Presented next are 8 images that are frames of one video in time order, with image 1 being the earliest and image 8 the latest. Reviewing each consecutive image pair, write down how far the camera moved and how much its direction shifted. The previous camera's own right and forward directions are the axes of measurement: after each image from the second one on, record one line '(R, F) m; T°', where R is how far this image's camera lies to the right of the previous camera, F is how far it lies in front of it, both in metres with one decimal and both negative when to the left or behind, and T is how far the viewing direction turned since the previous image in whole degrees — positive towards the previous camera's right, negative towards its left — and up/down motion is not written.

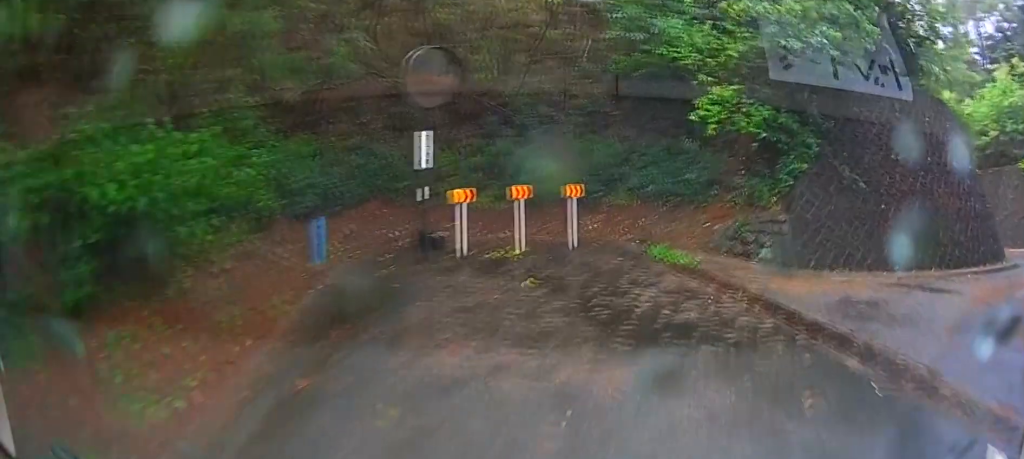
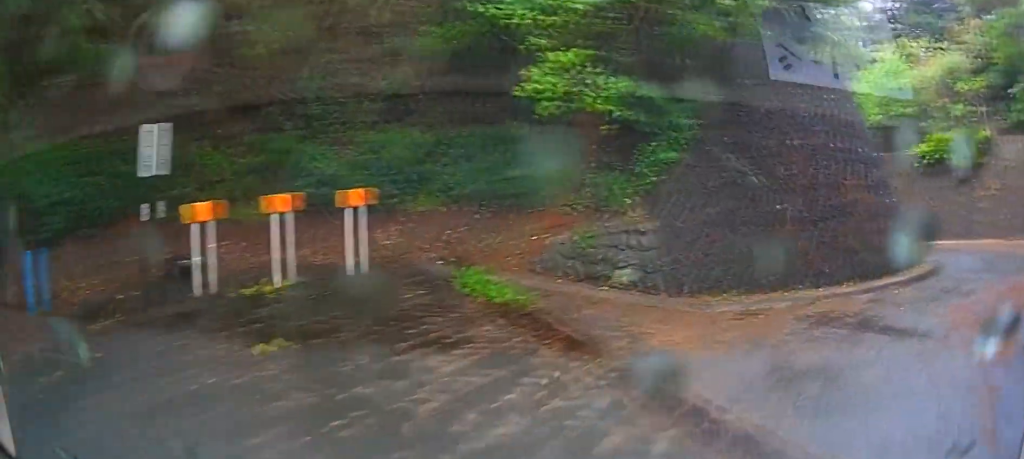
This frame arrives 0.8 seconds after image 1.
(-0.7, +3.1) m; +4°
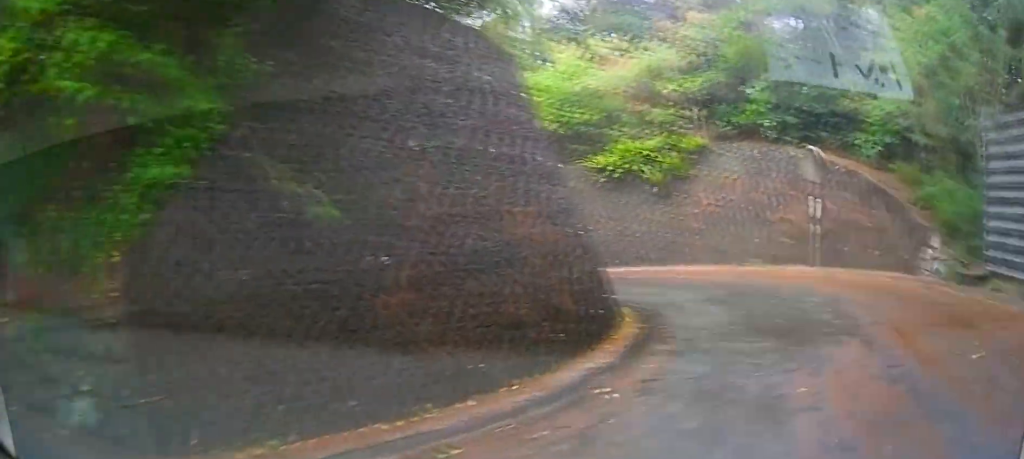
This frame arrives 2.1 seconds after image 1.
(+1.2, +3.5) m; +71°
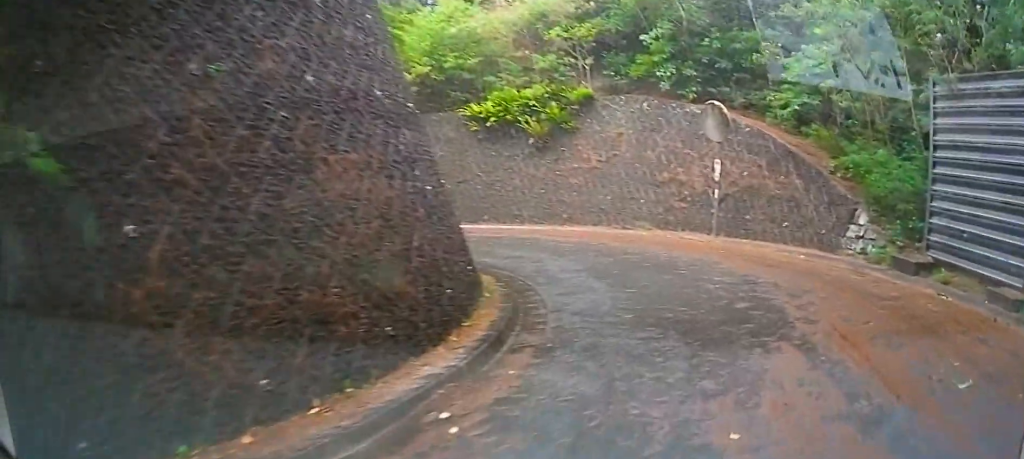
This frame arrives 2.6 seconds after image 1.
(+0.9, +2.3) m; +13°
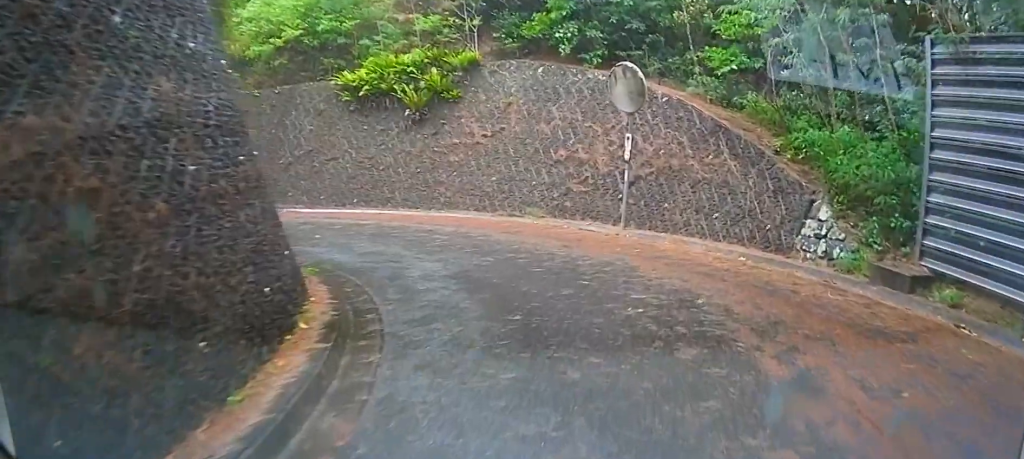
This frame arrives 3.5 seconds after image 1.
(+0.6, +3.8) m; +6°
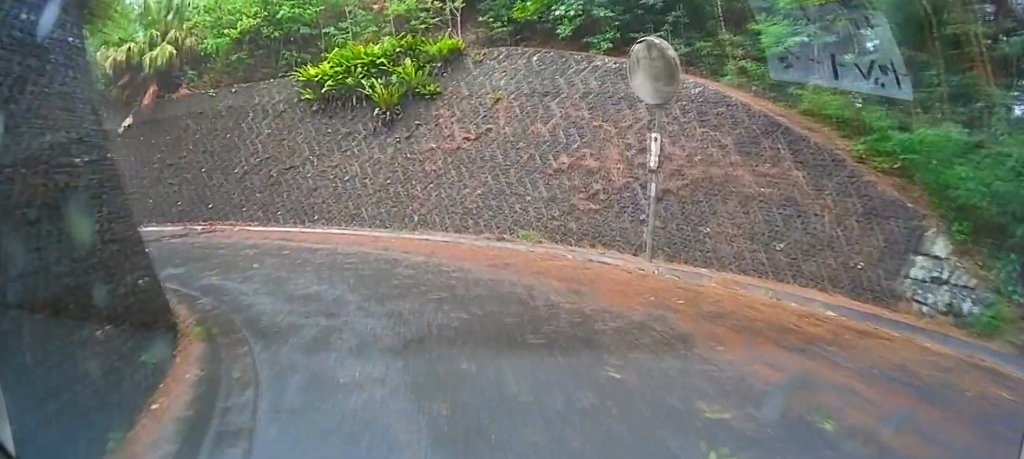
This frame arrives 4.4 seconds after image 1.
(-0.2, +4.1) m; -13°
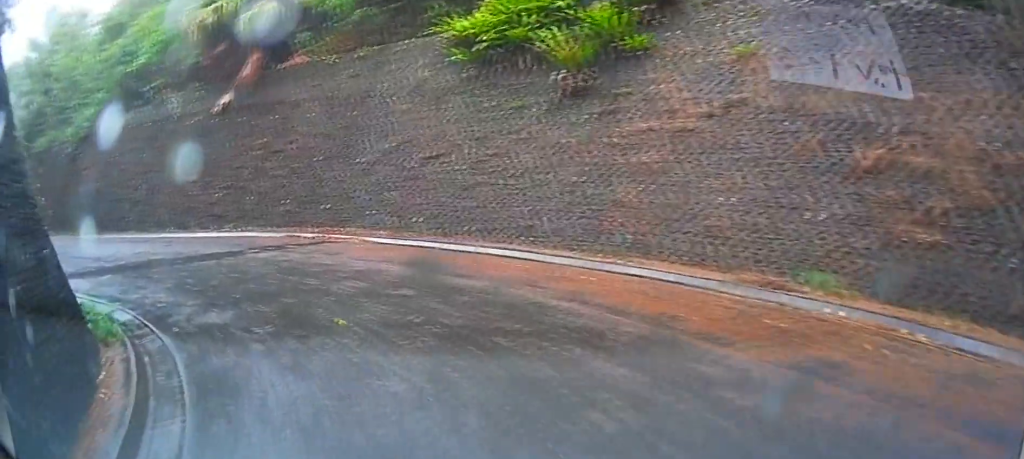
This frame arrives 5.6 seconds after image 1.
(-1.8, +5.8) m; -29°
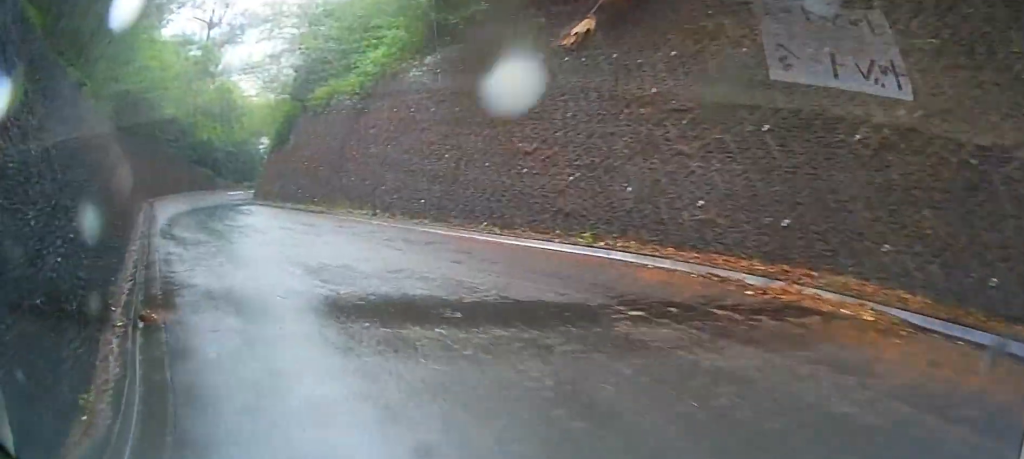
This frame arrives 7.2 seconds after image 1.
(-1.5, +9.0) m; -28°
